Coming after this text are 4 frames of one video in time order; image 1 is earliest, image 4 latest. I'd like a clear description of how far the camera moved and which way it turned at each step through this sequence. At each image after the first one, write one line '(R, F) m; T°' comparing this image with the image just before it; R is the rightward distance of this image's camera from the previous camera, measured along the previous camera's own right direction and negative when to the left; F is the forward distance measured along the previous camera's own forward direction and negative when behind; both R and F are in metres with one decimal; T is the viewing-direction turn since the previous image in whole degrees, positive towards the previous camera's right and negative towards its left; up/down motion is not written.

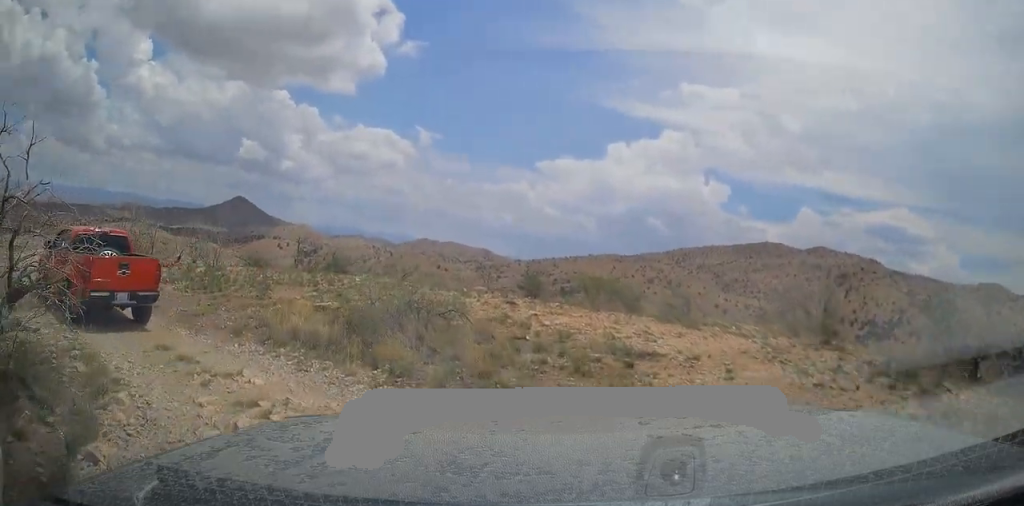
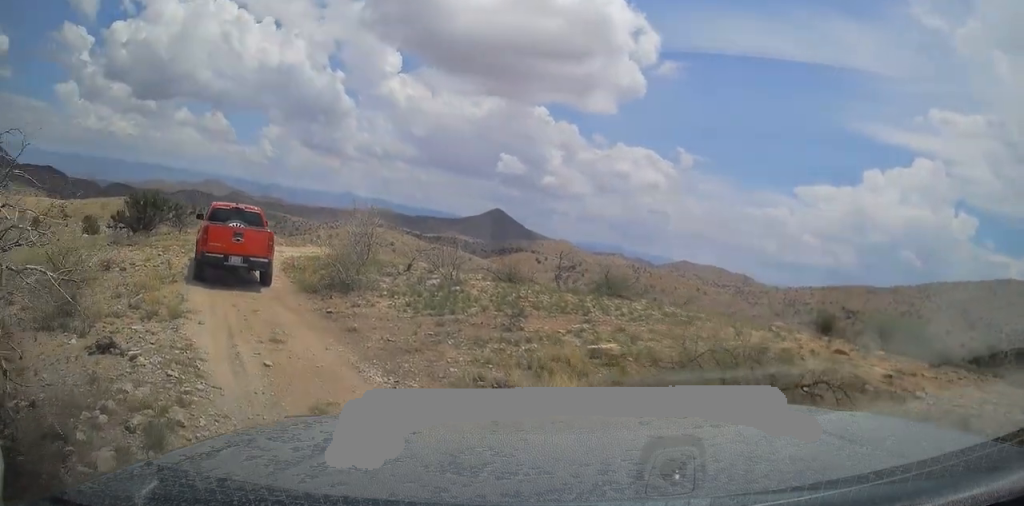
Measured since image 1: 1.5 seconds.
(-0.9, +4.2) m; -27°
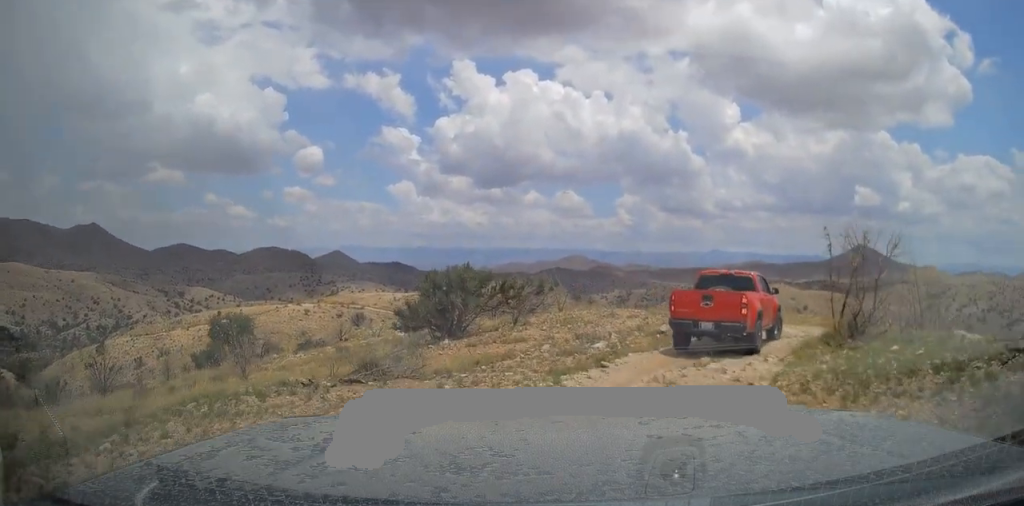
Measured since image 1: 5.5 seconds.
(-6.6, +13.4) m; -32°
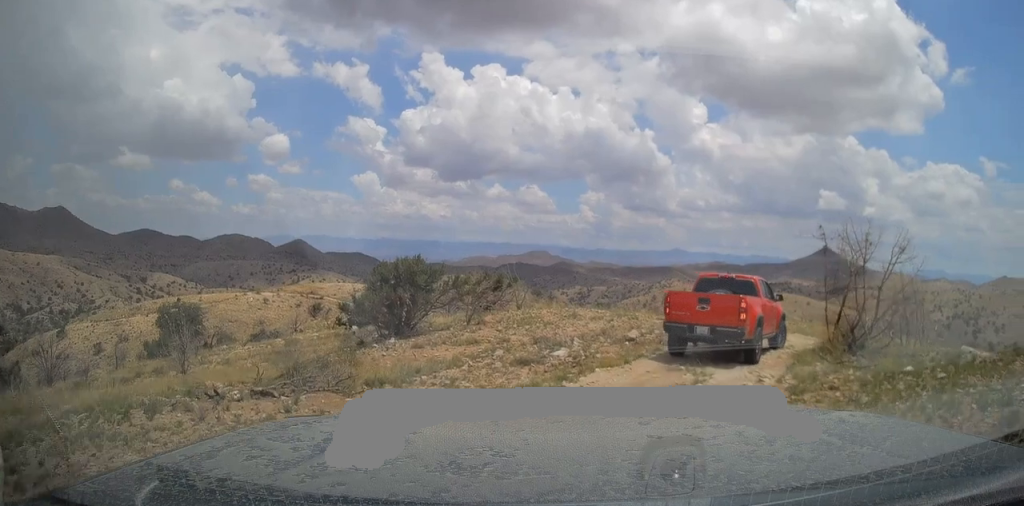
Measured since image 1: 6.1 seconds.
(+0.3, +2.0) m; +6°
